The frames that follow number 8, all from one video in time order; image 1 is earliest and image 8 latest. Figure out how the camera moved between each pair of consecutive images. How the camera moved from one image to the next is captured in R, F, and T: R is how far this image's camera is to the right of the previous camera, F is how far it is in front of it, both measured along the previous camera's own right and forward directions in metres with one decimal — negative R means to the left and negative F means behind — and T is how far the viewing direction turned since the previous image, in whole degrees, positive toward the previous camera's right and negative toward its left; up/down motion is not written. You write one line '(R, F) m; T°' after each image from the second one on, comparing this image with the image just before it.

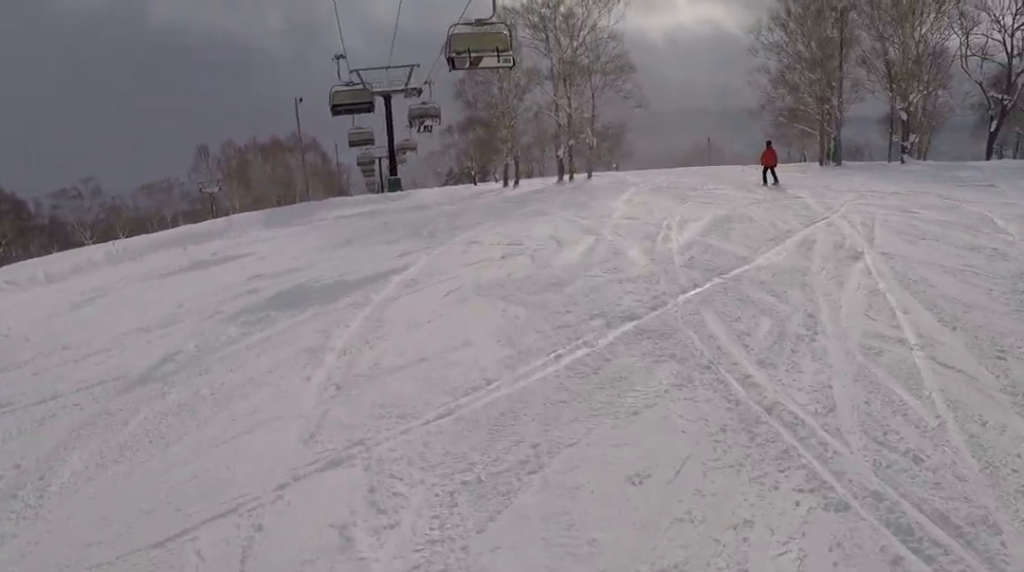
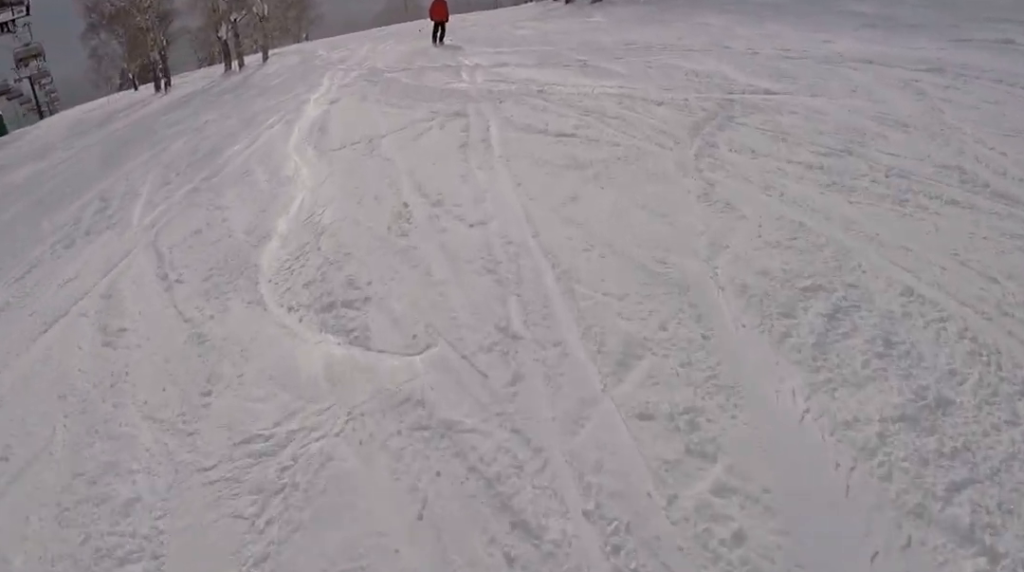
(+2.5, +12.6) m; +12°
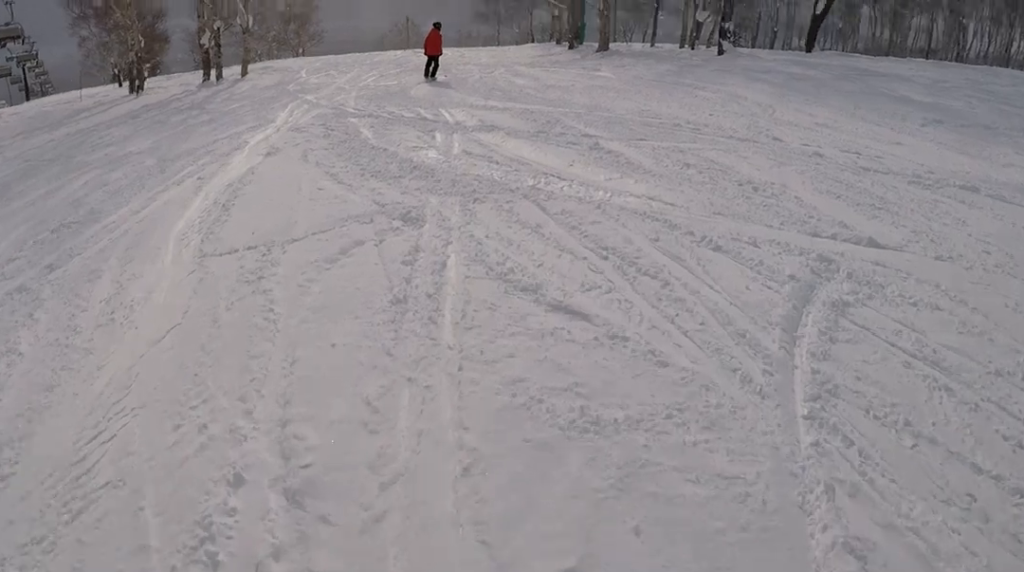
(+0.1, +3.1) m; -3°
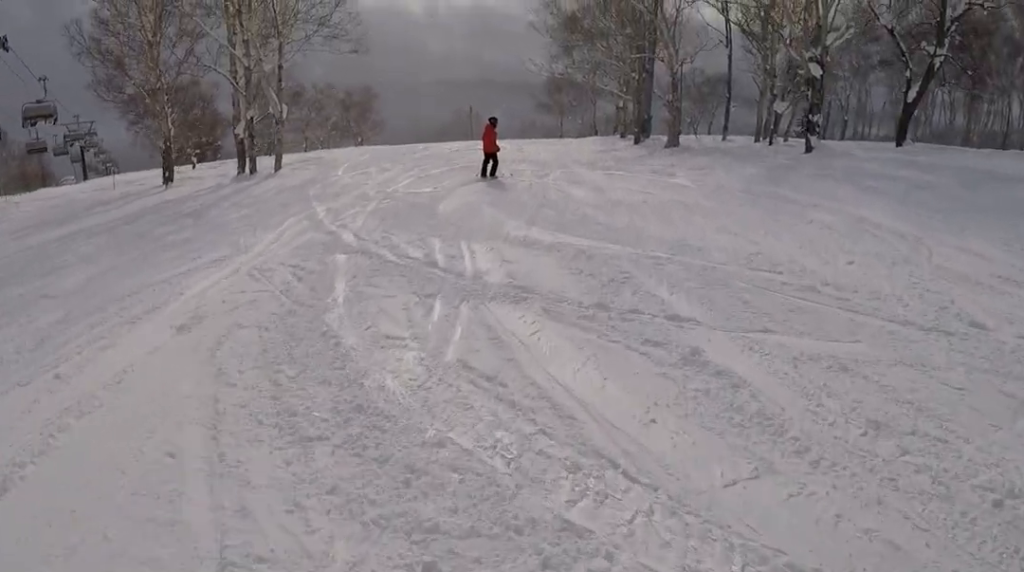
(+0.5, +4.1) m; -6°
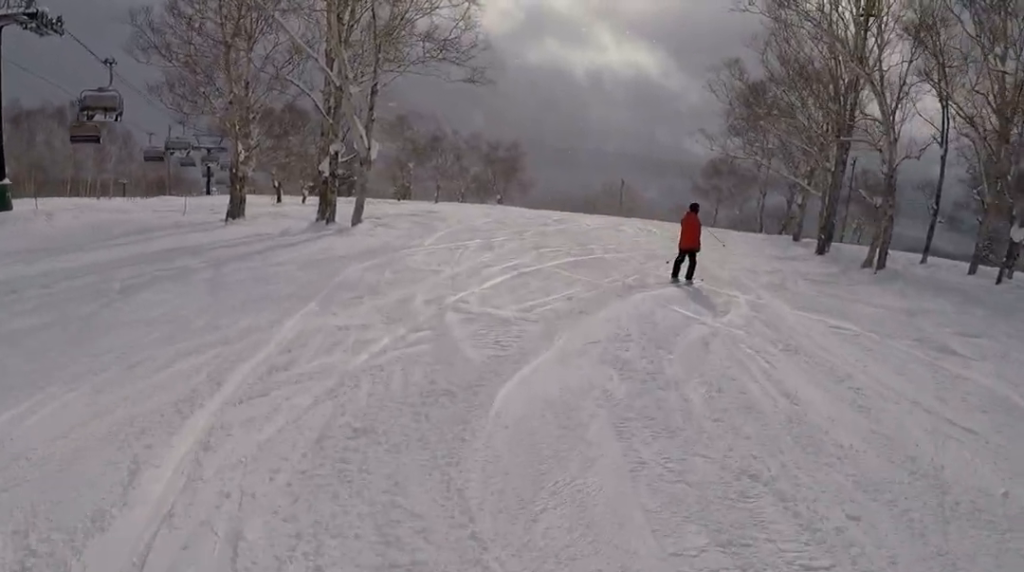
(-1.9, +8.0) m; -16°
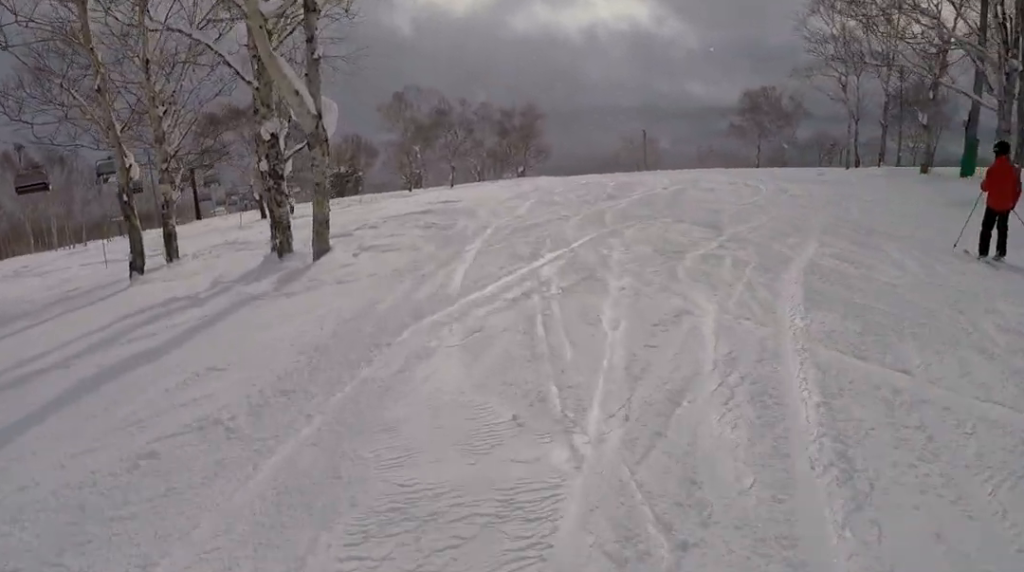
(+0.1, +10.3) m; +12°
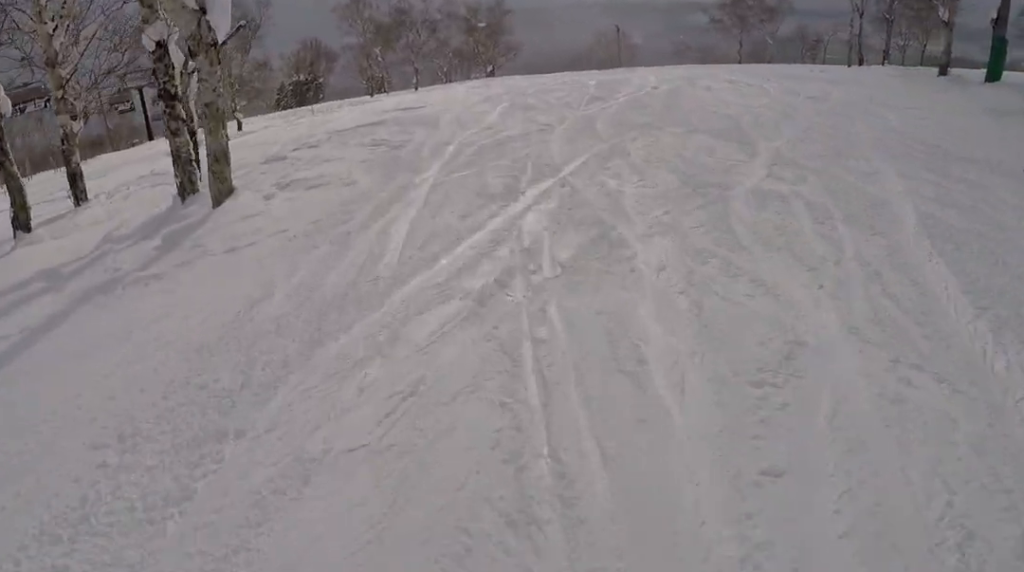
(+0.2, +3.2) m; +2°
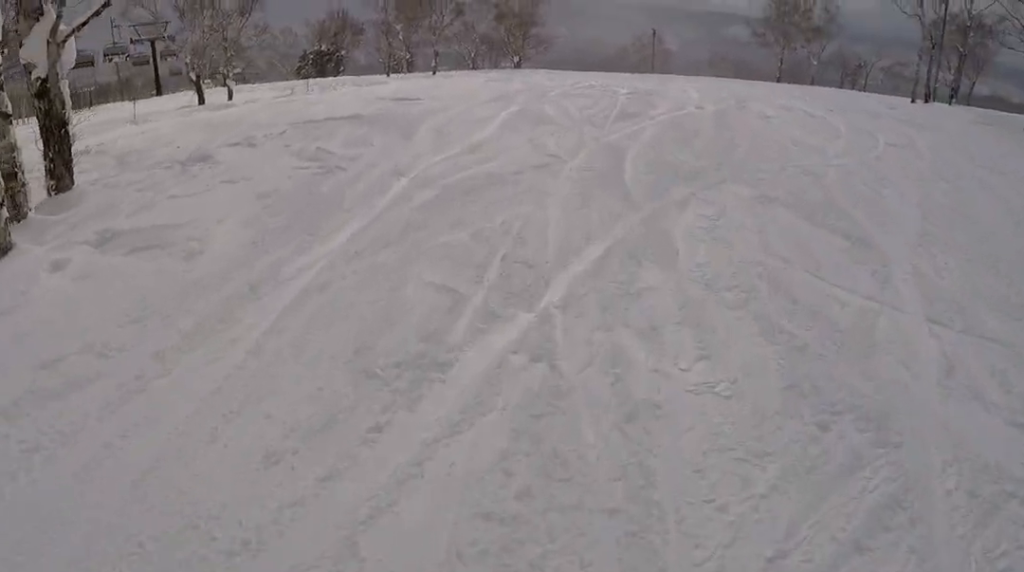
(+1.2, +4.5) m; -6°
